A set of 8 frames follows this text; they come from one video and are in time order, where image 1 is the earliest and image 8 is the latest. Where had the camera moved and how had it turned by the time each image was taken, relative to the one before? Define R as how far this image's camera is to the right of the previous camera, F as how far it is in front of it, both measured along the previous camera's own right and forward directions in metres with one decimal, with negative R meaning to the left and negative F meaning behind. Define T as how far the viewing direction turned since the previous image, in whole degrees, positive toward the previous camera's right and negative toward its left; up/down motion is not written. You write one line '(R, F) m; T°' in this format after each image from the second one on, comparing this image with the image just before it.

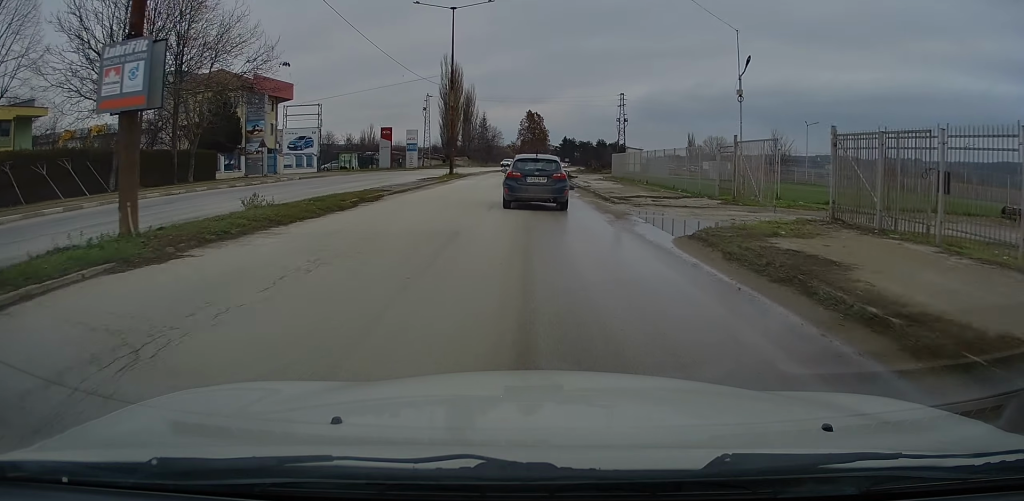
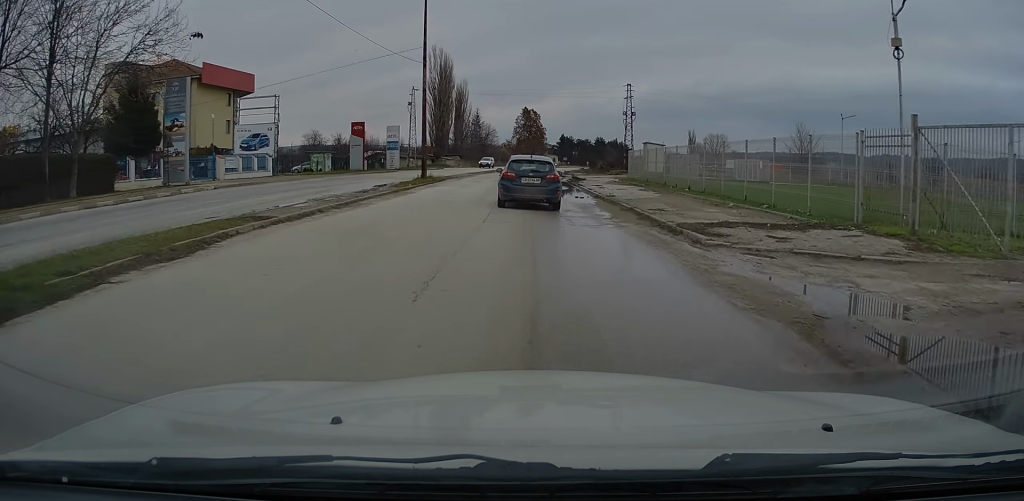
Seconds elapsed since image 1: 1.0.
(0.0, +11.1) m; 0°
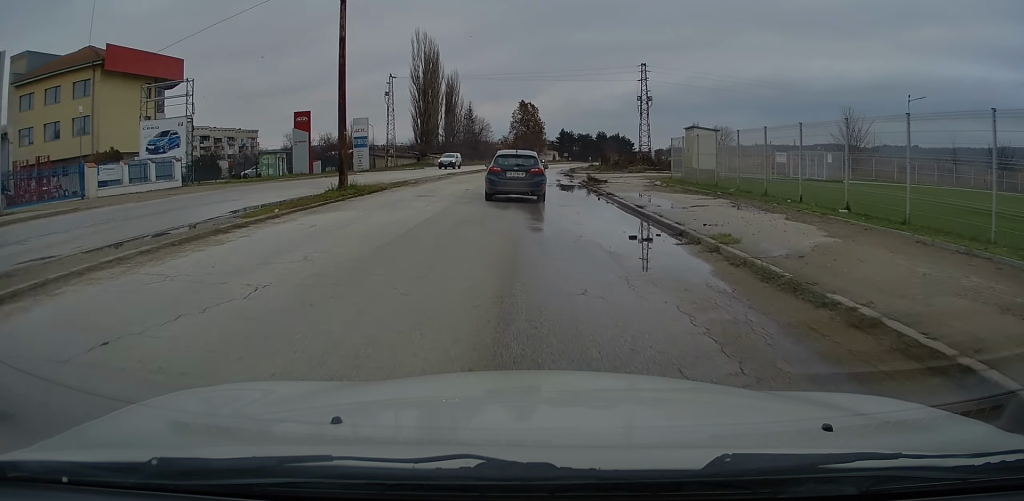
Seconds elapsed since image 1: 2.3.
(0.0, +15.1) m; 0°
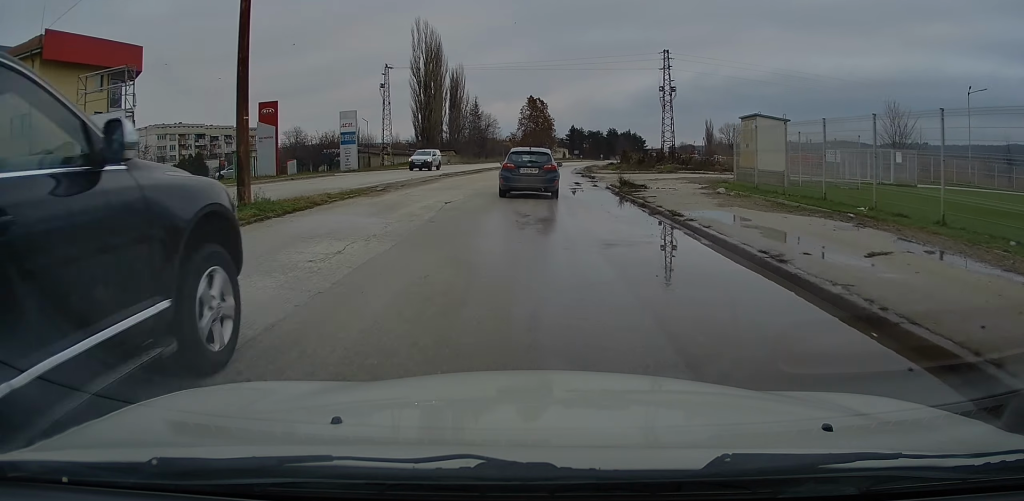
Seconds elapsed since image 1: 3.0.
(0.0, +8.2) m; 0°
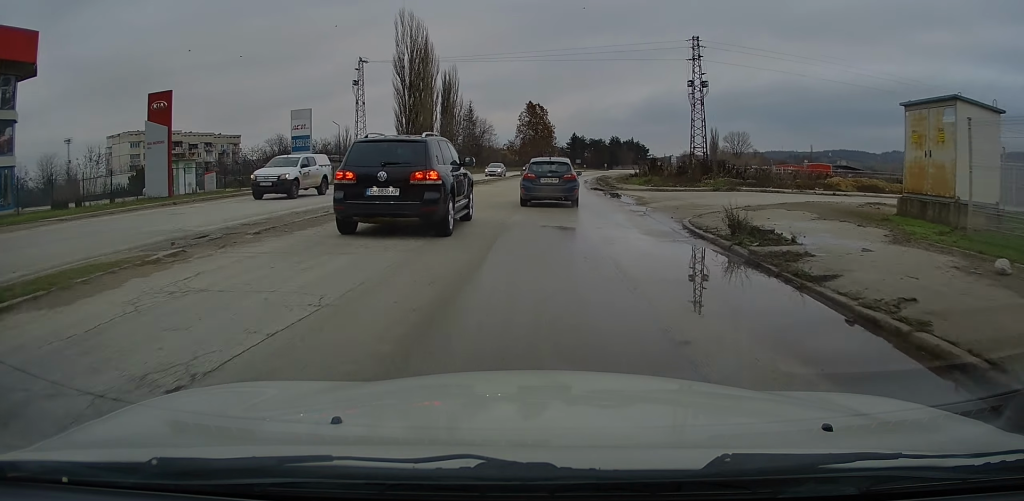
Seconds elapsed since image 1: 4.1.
(0.0, +13.0) m; 0°
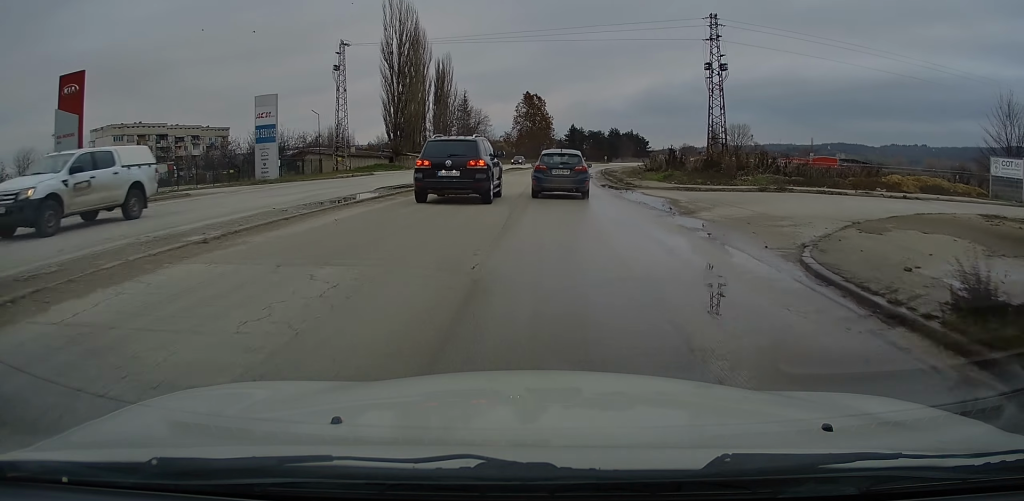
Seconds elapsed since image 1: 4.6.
(0.0, +6.4) m; 0°
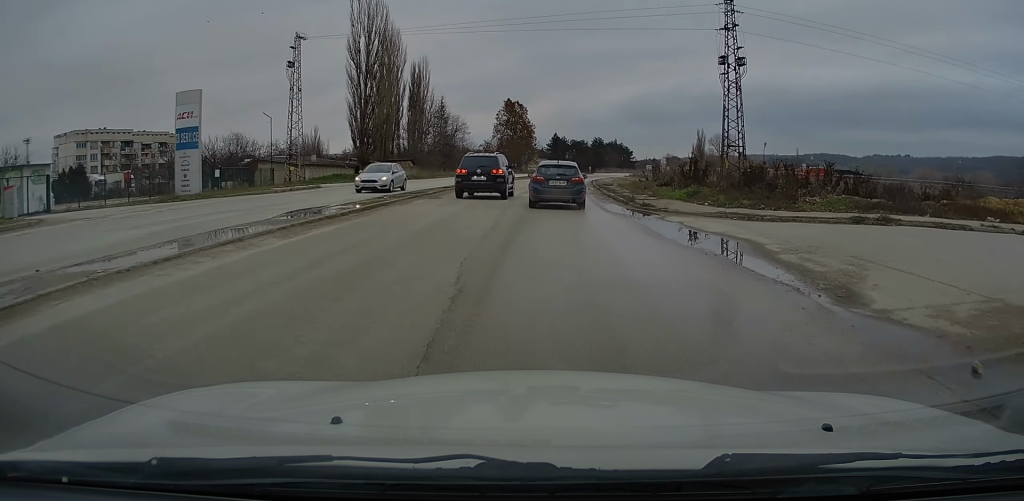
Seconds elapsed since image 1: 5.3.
(0.0, +8.5) m; +1°
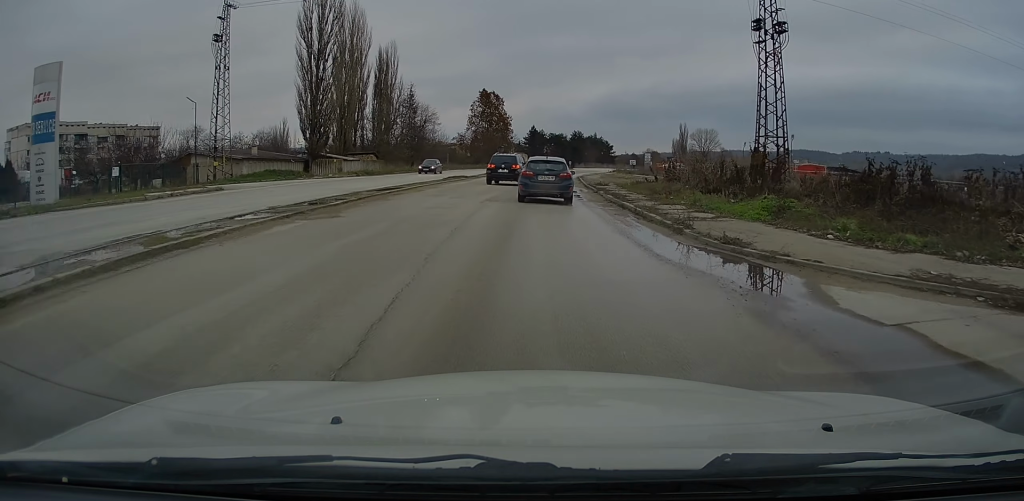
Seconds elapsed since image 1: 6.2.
(+0.1, +10.7) m; +2°
